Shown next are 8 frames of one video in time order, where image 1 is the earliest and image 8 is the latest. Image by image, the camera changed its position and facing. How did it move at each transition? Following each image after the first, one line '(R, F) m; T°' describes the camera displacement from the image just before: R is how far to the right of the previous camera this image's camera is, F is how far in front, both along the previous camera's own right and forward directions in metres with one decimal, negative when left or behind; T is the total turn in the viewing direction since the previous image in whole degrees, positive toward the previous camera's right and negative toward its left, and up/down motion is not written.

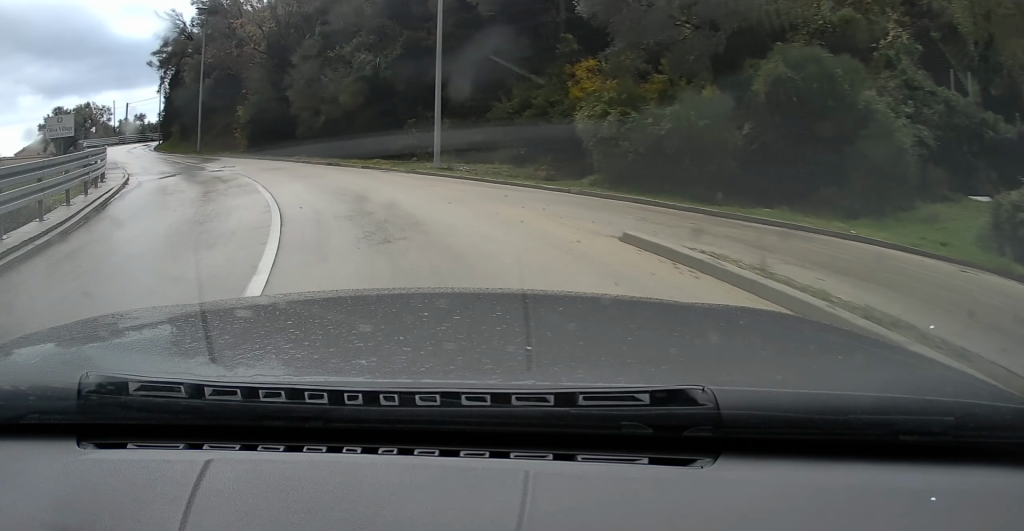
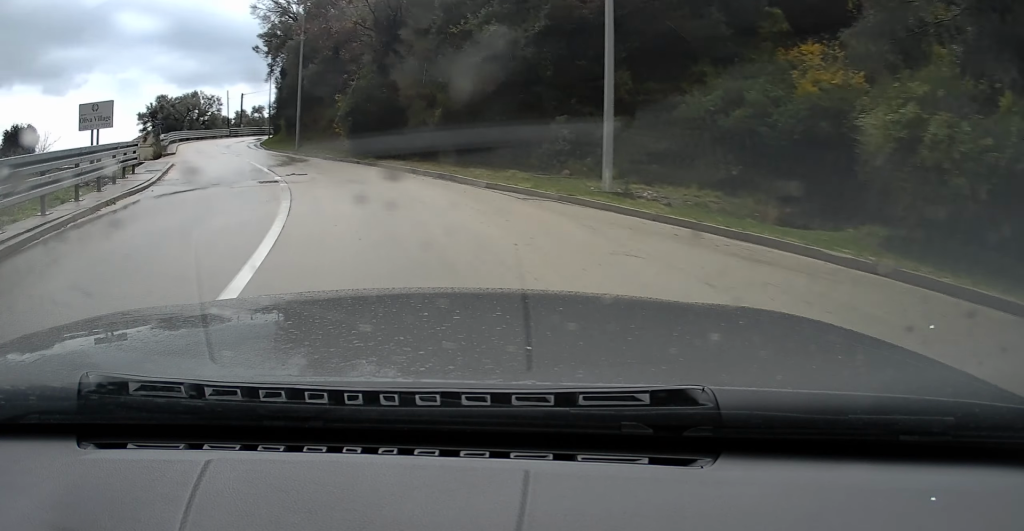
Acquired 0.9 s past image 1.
(-0.6, +7.8) m; -12°
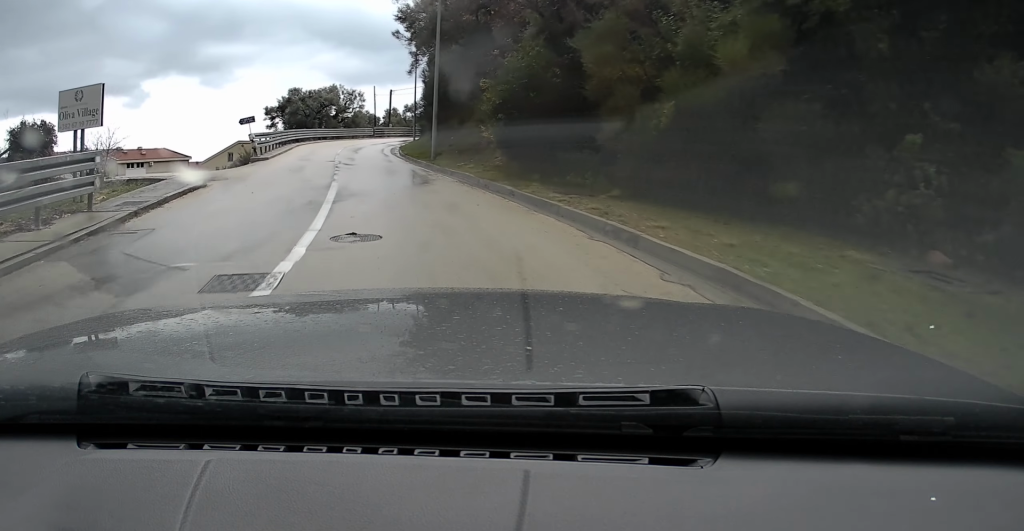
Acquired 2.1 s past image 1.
(-1.9, +10.9) m; -14°
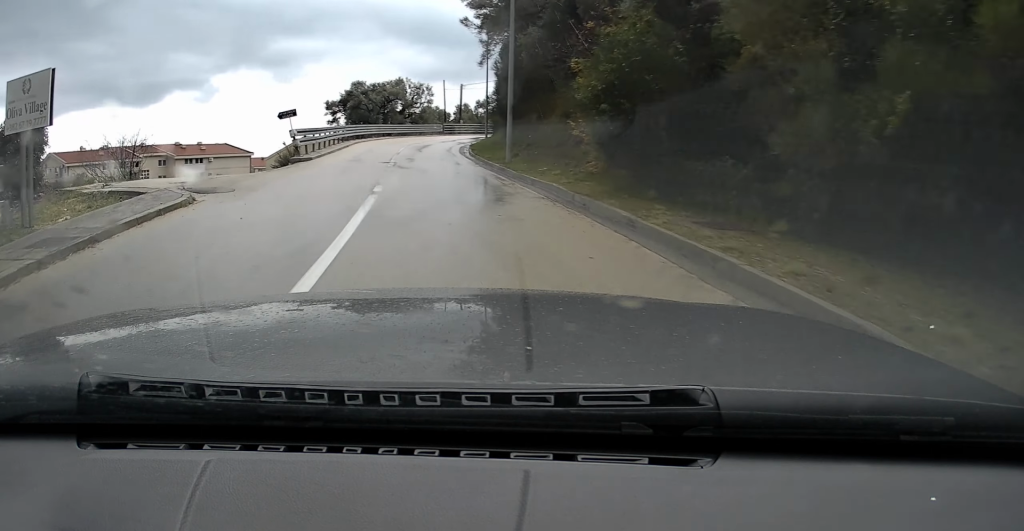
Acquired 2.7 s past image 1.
(-0.1, +5.0) m; -4°
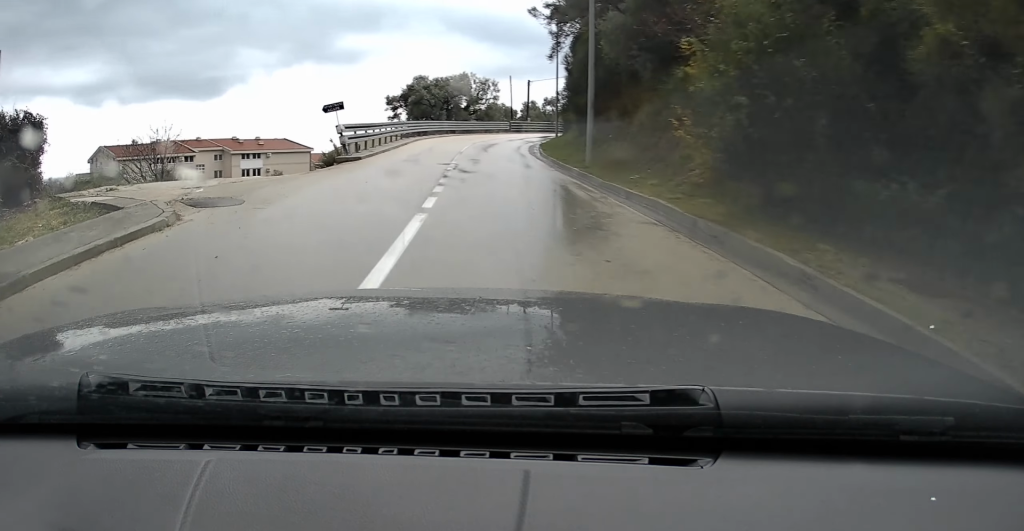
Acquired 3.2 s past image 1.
(-0.2, +3.4) m; -5°
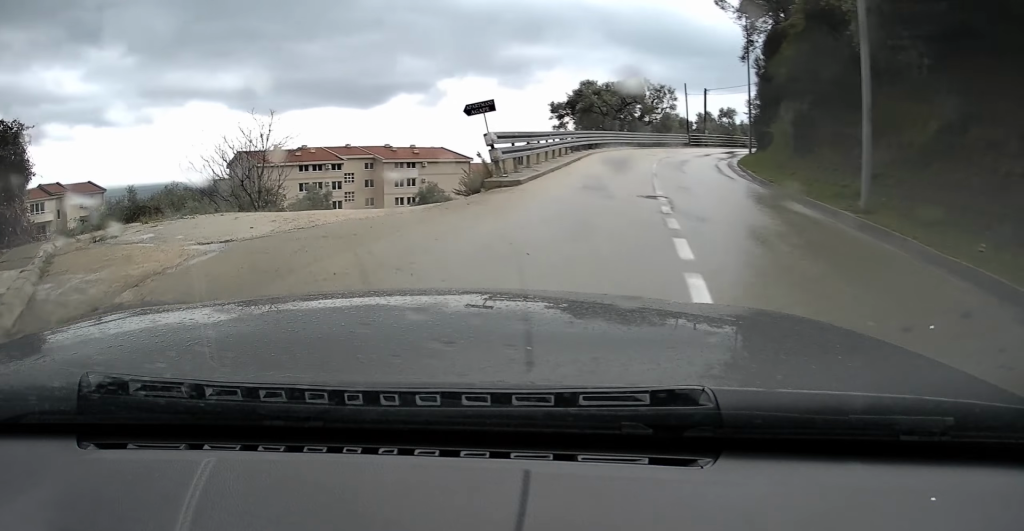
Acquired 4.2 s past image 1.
(-0.7, +7.2) m; -13°
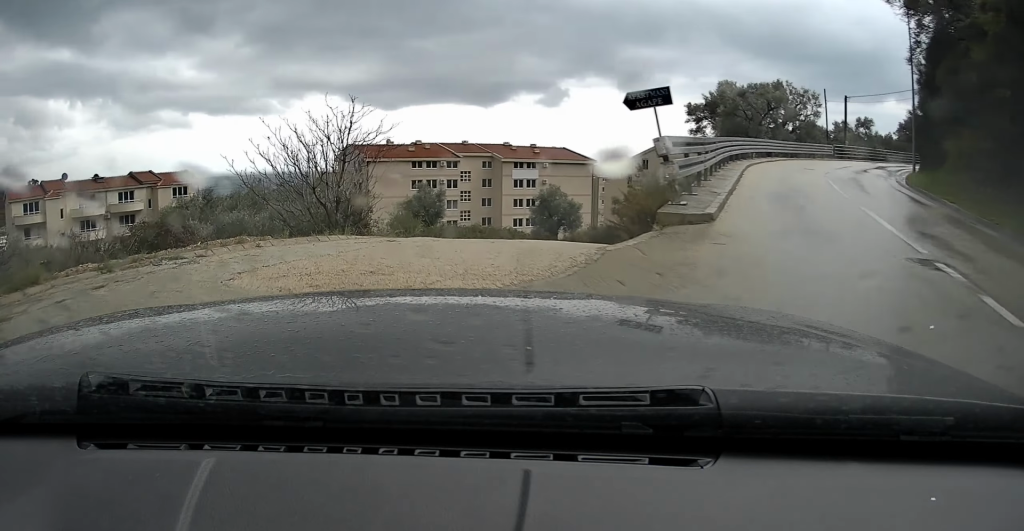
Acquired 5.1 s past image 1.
(-0.8, +5.8) m; -12°
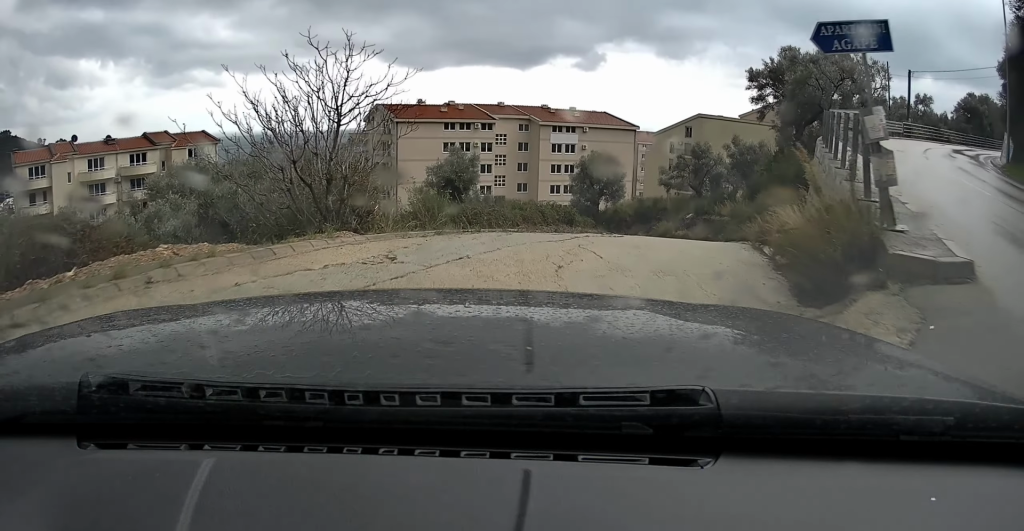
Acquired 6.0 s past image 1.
(-0.5, +5.5) m; -5°
